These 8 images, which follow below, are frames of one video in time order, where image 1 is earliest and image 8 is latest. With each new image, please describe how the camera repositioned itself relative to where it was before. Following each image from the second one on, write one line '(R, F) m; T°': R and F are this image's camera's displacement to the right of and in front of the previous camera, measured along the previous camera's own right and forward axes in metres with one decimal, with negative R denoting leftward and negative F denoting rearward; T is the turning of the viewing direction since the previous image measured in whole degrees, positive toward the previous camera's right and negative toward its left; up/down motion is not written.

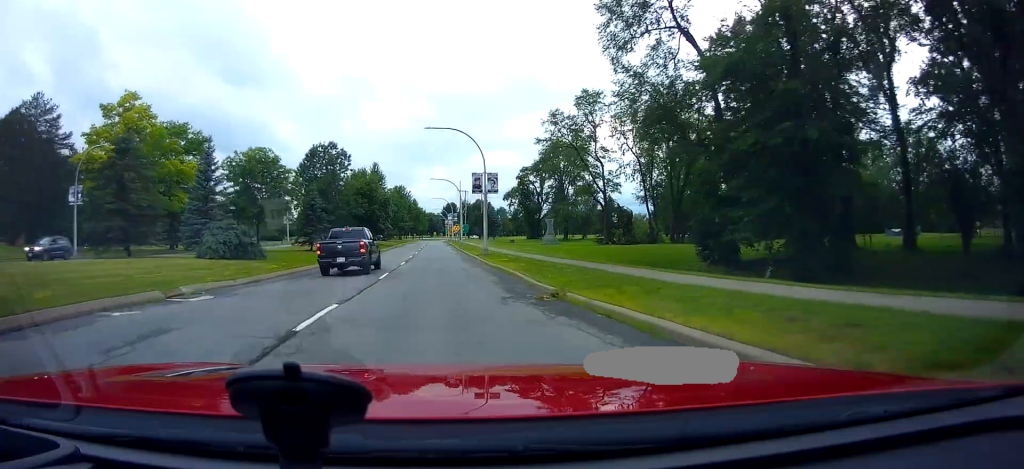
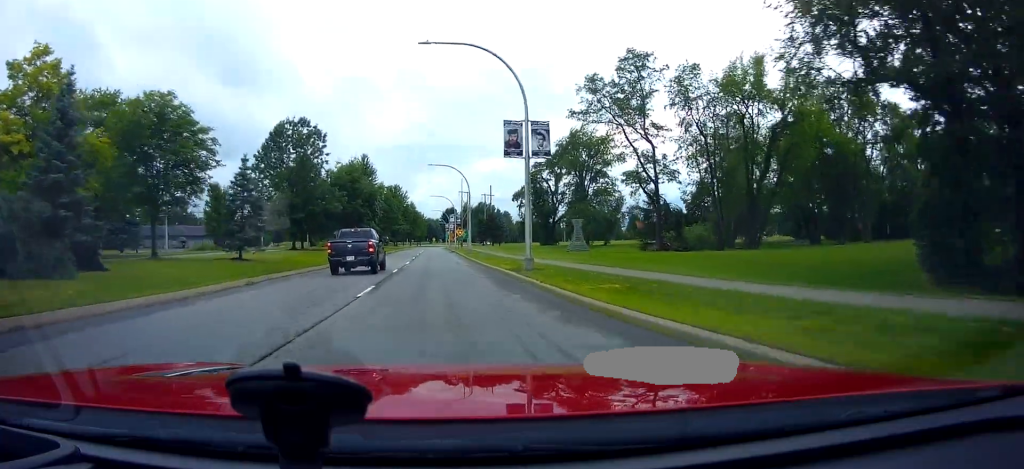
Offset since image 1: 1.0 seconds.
(-0.5, +18.0) m; -1°
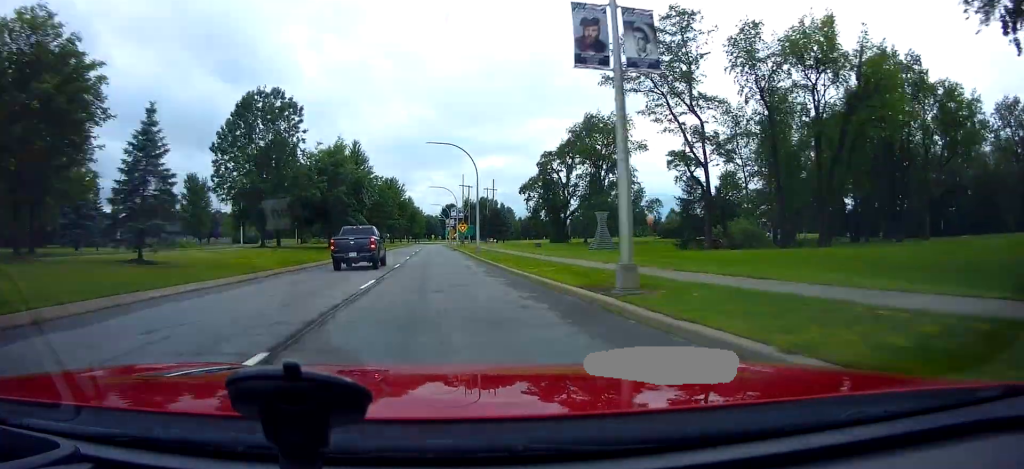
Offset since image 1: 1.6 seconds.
(0.0, +11.2) m; 0°
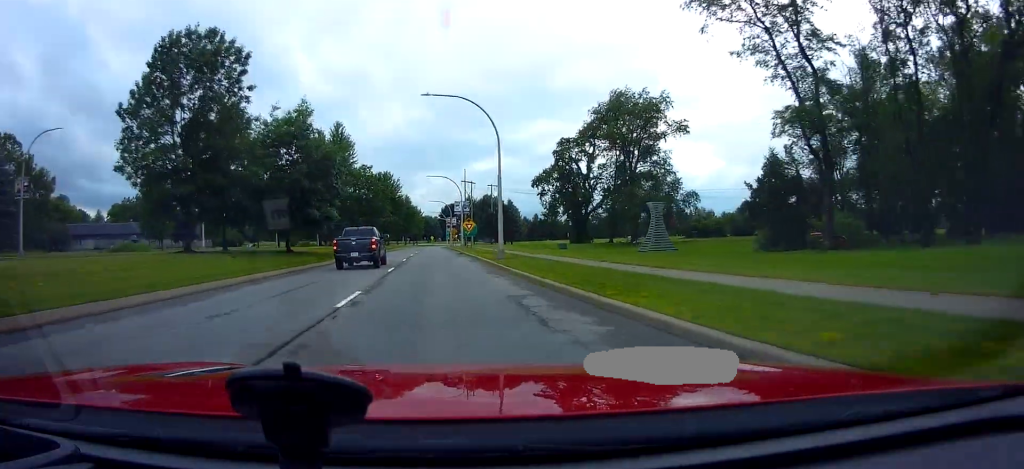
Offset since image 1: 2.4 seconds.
(+0.2, +16.0) m; +1°
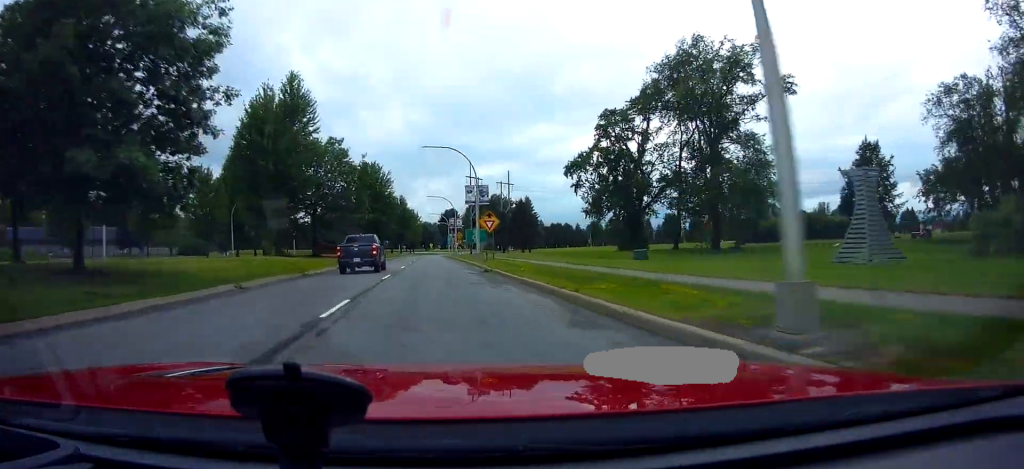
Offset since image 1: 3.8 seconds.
(+0.4, +25.2) m; +1°
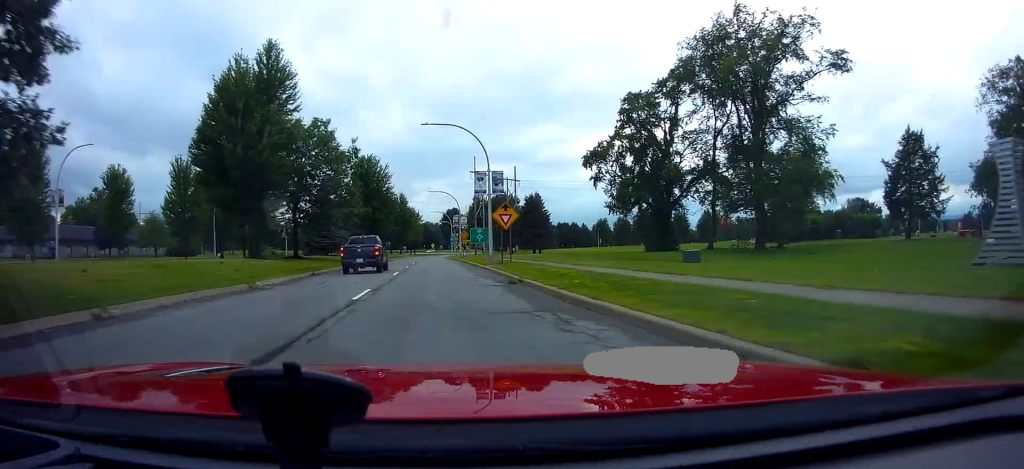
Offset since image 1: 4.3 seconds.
(+0.1, +8.3) m; 0°
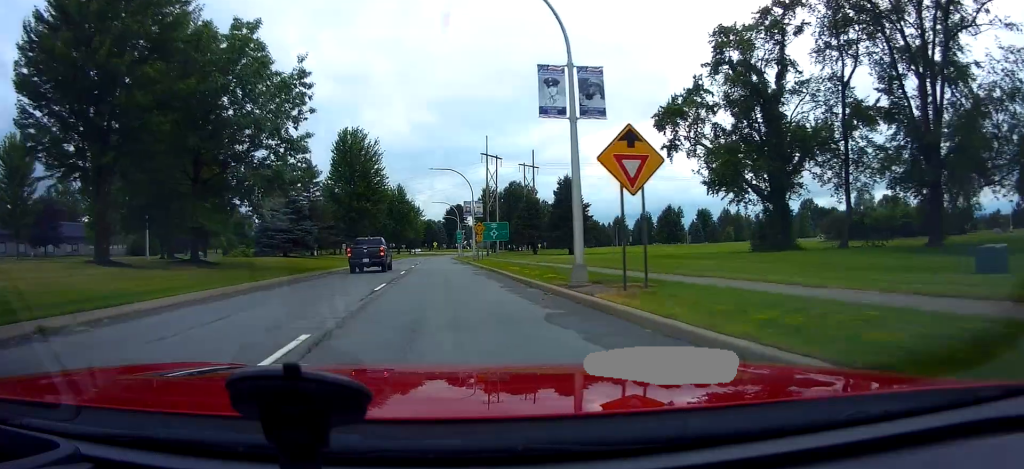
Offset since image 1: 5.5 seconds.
(-0.6, +21.3) m; -2°
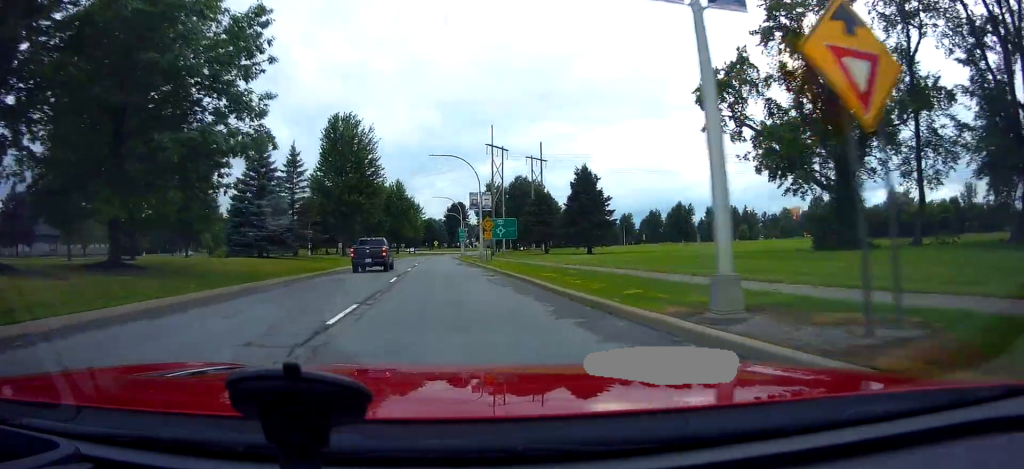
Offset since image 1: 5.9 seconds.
(-0.1, +7.5) m; 0°
